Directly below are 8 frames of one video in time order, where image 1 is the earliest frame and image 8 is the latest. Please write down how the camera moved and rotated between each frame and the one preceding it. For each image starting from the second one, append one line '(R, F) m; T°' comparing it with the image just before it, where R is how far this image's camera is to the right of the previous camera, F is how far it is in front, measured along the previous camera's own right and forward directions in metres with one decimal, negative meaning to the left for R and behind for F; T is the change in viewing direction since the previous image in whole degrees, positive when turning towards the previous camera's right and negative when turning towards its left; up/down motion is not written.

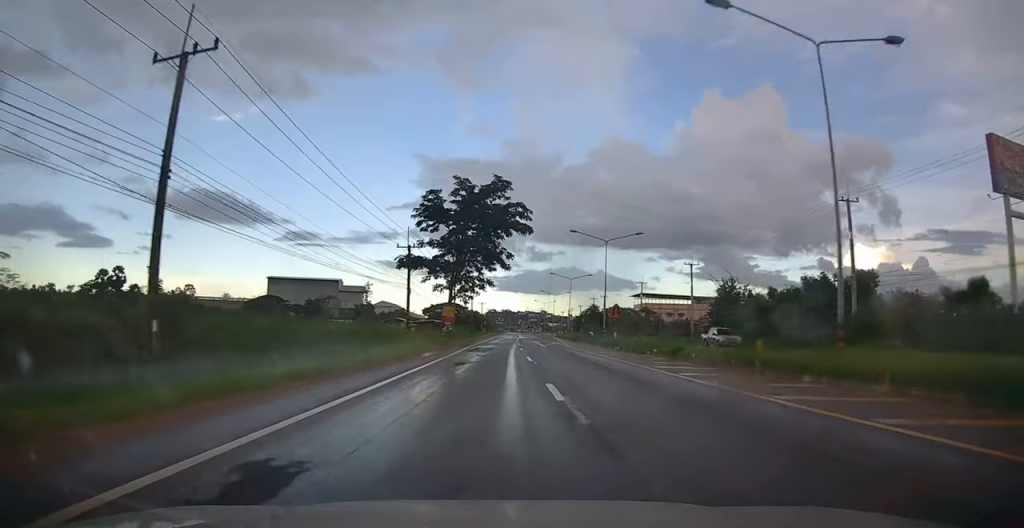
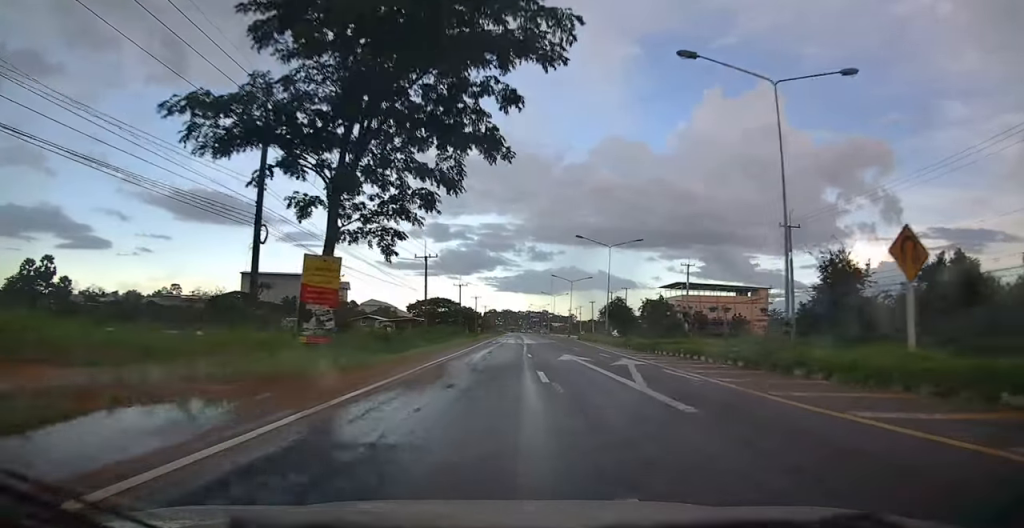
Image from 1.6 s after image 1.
(+0.5, +33.1) m; 0°
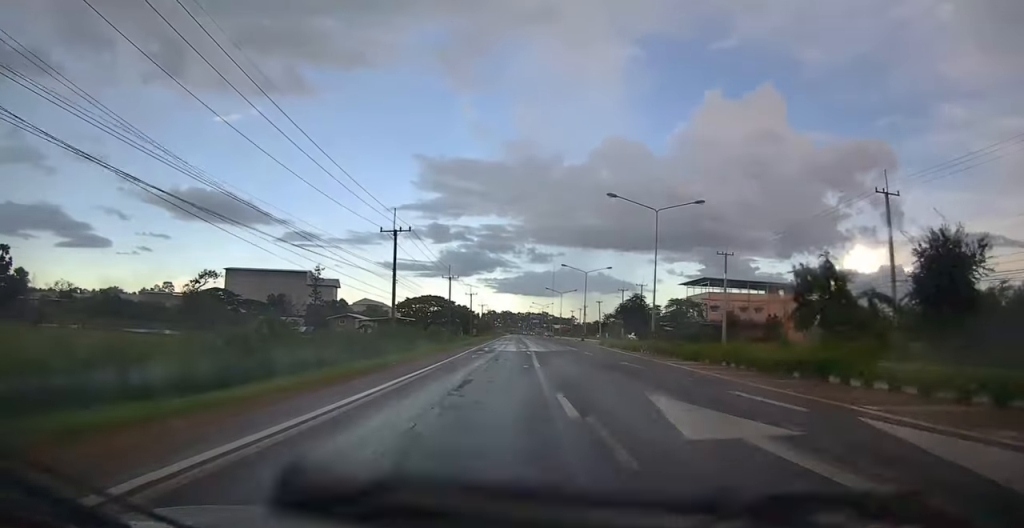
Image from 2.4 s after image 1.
(-0.4, +17.0) m; -1°
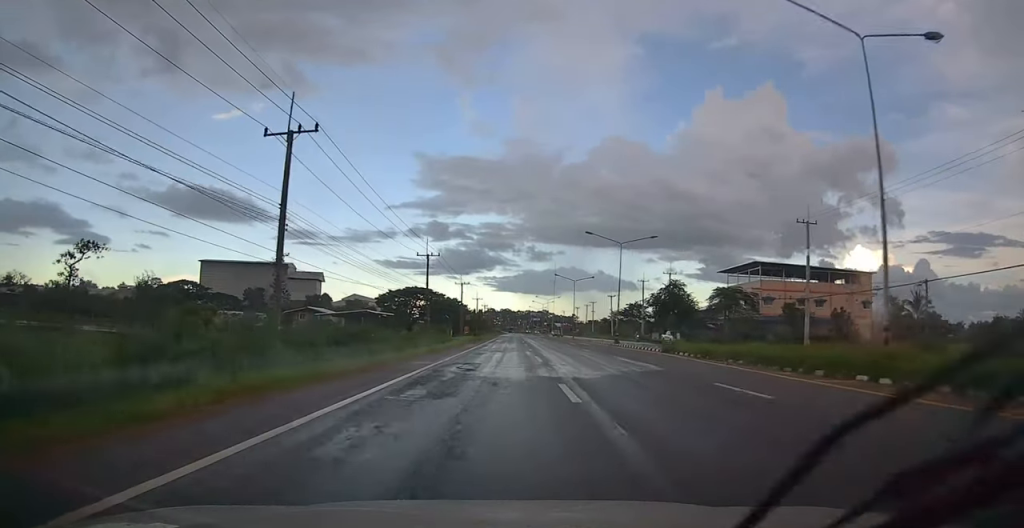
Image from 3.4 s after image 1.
(0.0, +23.0) m; 0°
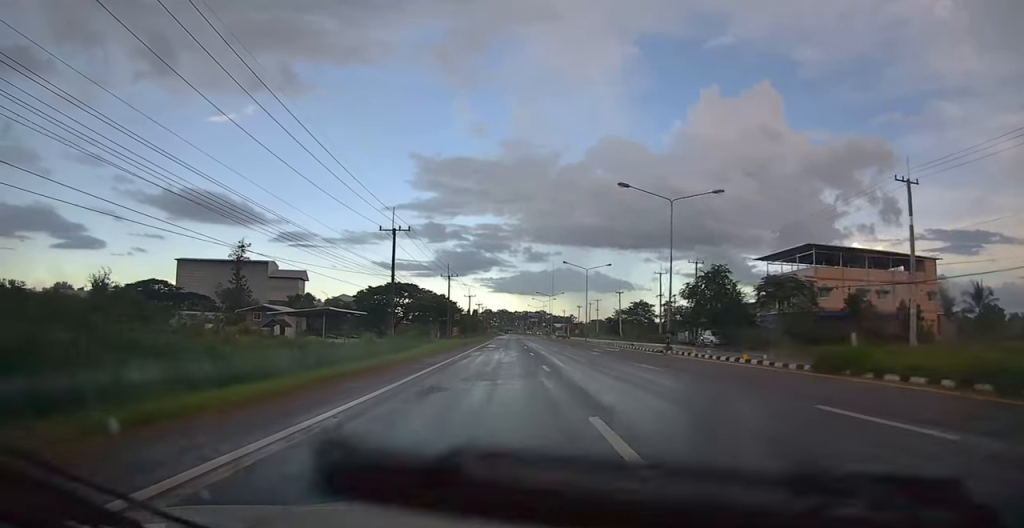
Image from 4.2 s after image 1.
(0.0, +16.8) m; 0°
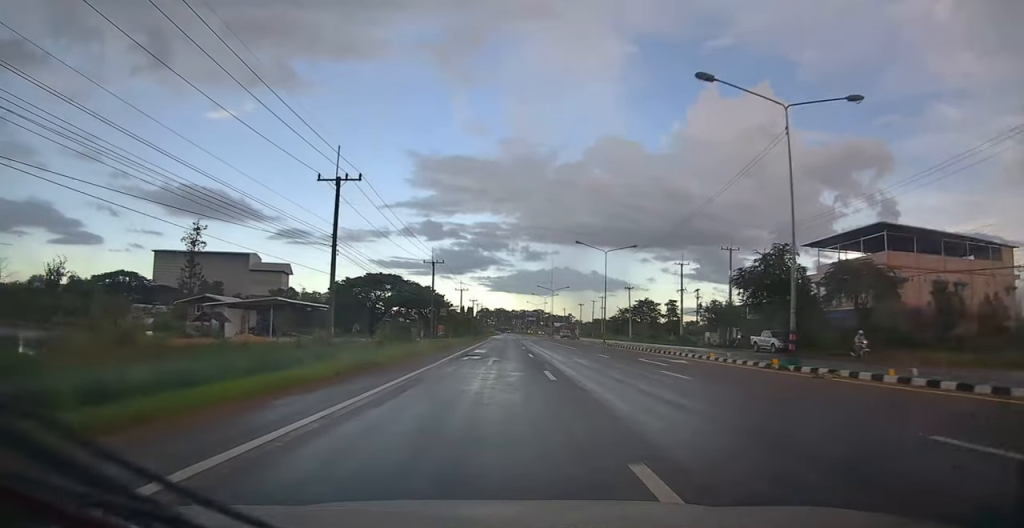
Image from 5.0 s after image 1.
(+0.1, +14.7) m; 0°
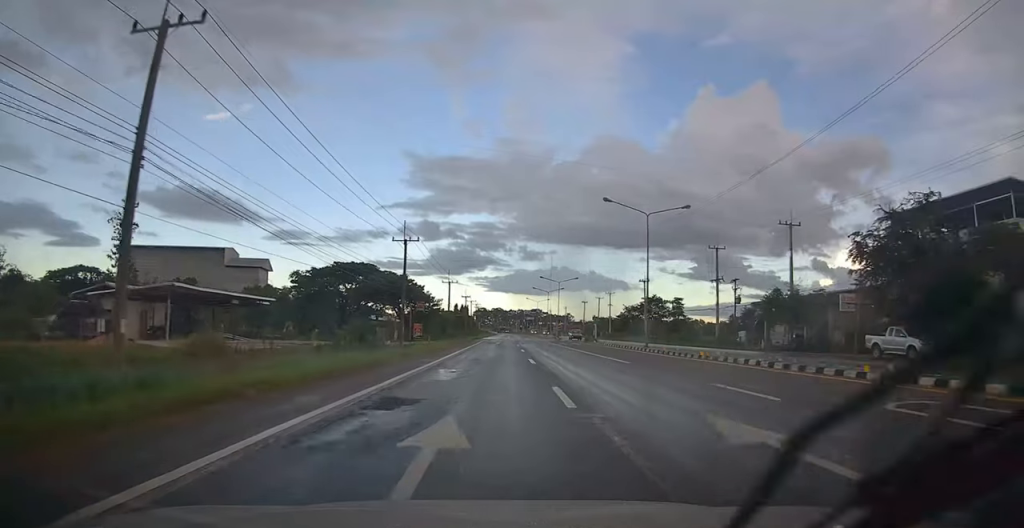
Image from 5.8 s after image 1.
(0.0, +17.0) m; +1°
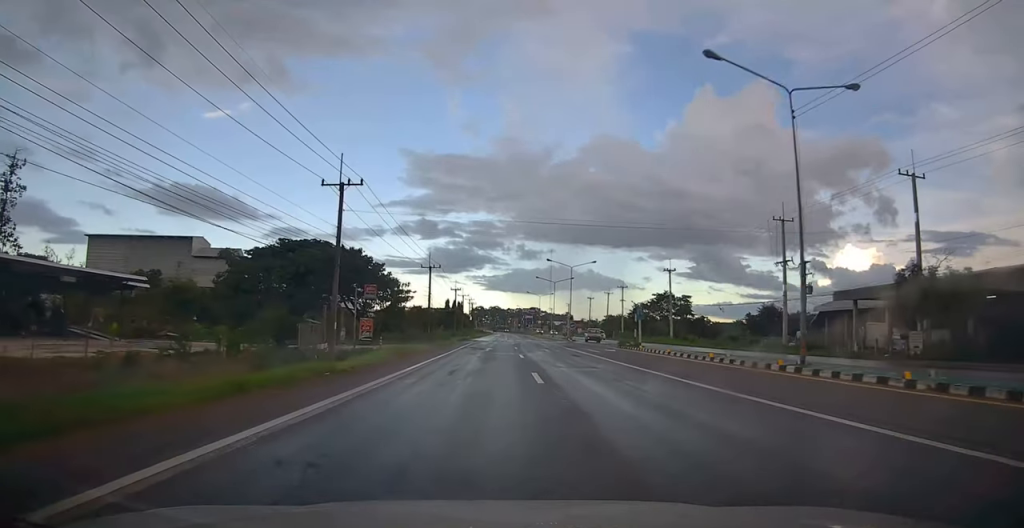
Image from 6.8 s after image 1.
(+0.4, +19.9) m; +1°
